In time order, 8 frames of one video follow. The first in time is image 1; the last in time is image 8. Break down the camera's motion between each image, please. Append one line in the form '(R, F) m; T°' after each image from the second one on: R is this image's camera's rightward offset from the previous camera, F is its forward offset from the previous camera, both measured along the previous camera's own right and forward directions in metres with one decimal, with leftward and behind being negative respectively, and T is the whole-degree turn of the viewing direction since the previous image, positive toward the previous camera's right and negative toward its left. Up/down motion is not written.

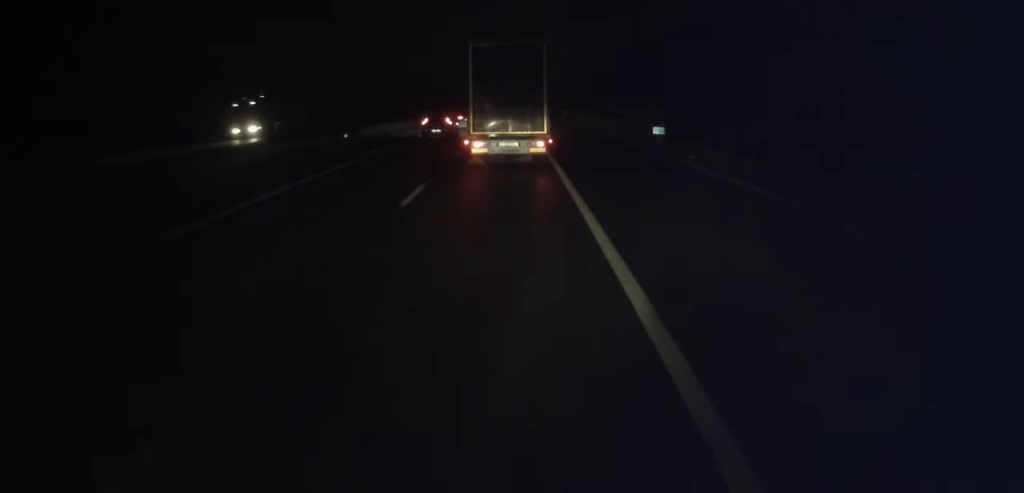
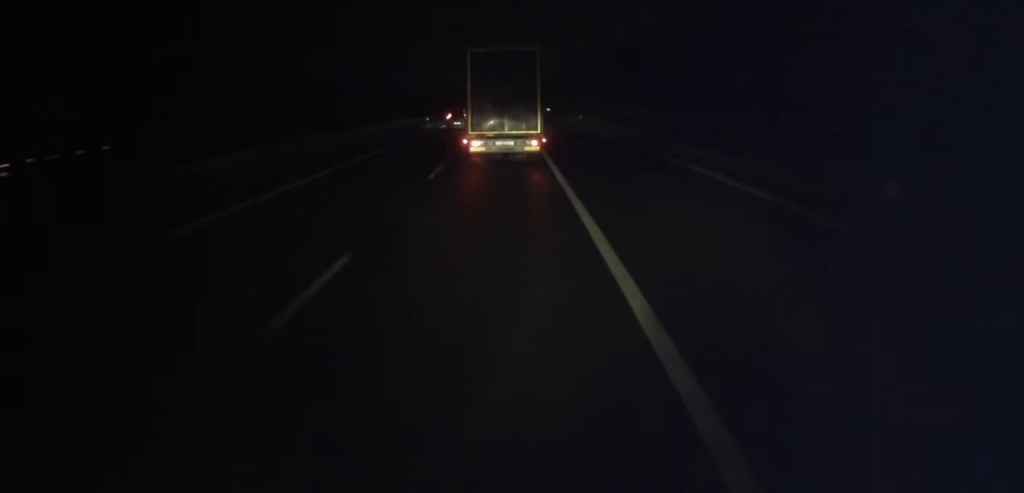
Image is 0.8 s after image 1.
(0.0, +19.3) m; 0°
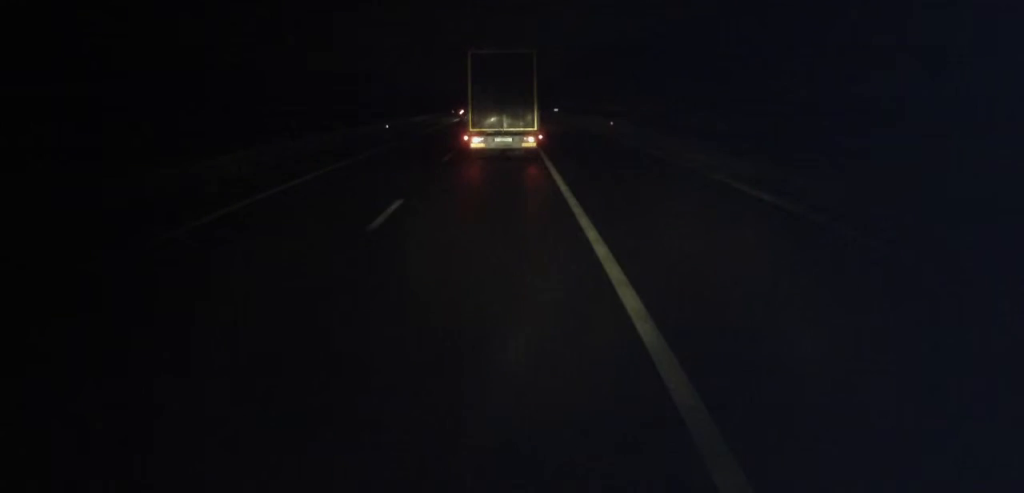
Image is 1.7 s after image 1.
(-0.2, +19.3) m; 0°
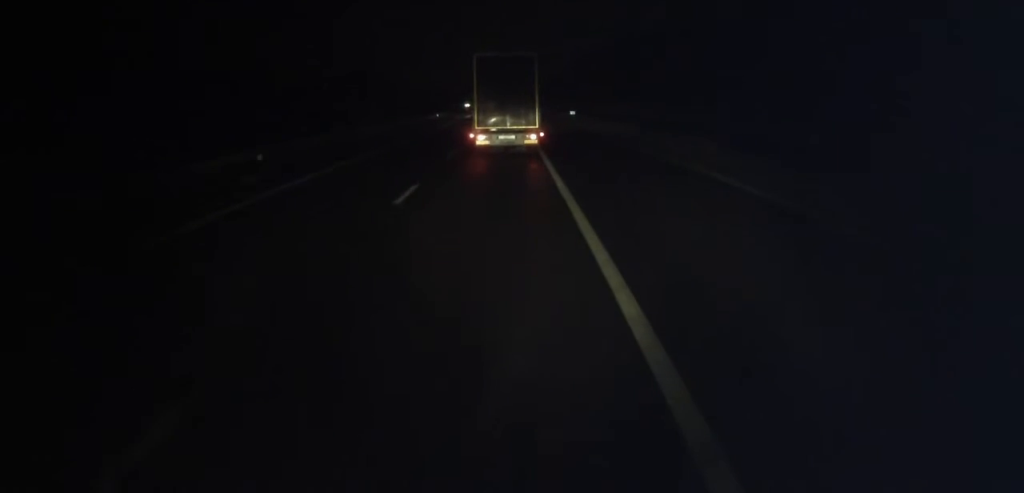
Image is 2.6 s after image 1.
(+0.1, +21.6) m; 0°
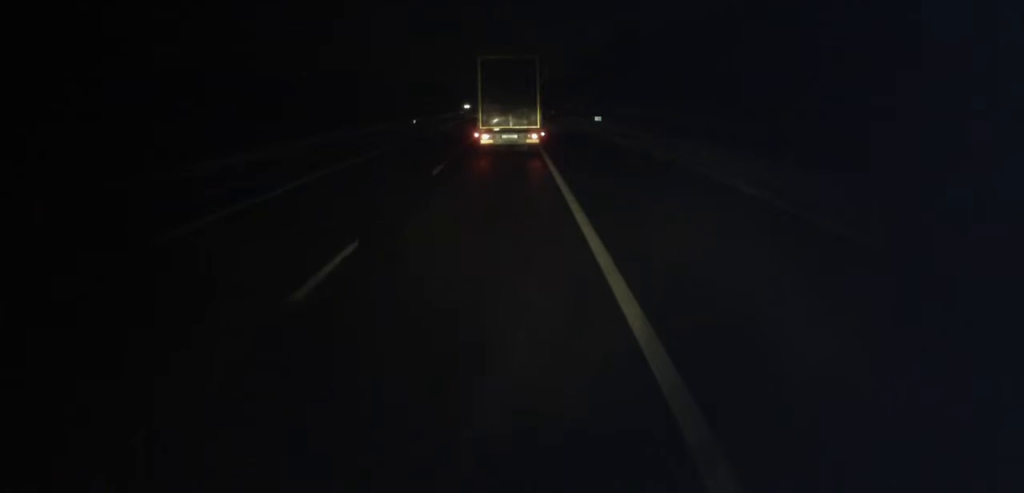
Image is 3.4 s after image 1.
(-0.1, +18.5) m; 0°
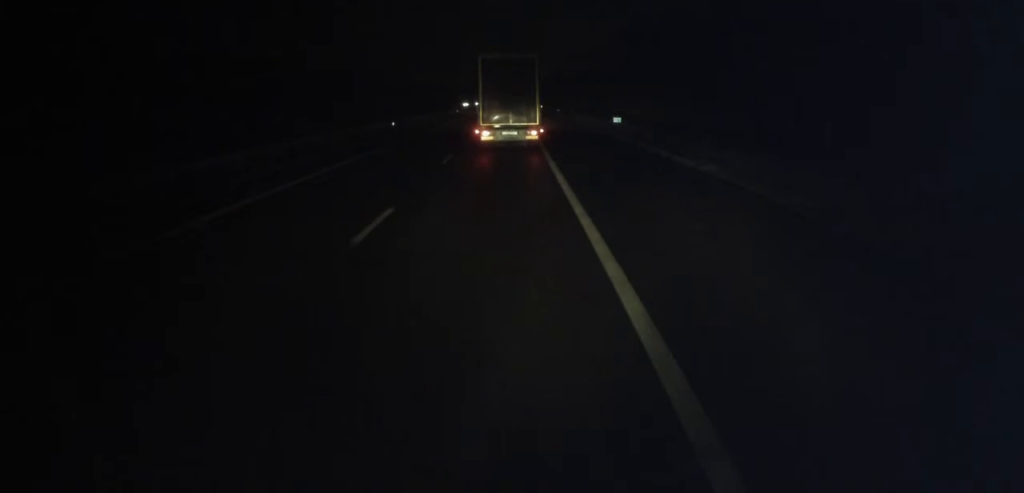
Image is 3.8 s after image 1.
(0.0, +9.2) m; 0°
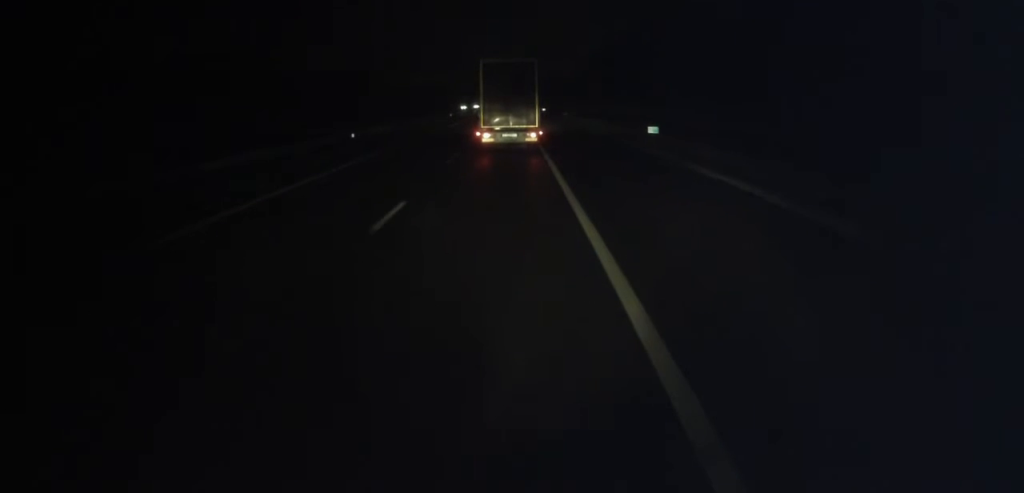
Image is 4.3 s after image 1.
(0.0, +10.8) m; 0°
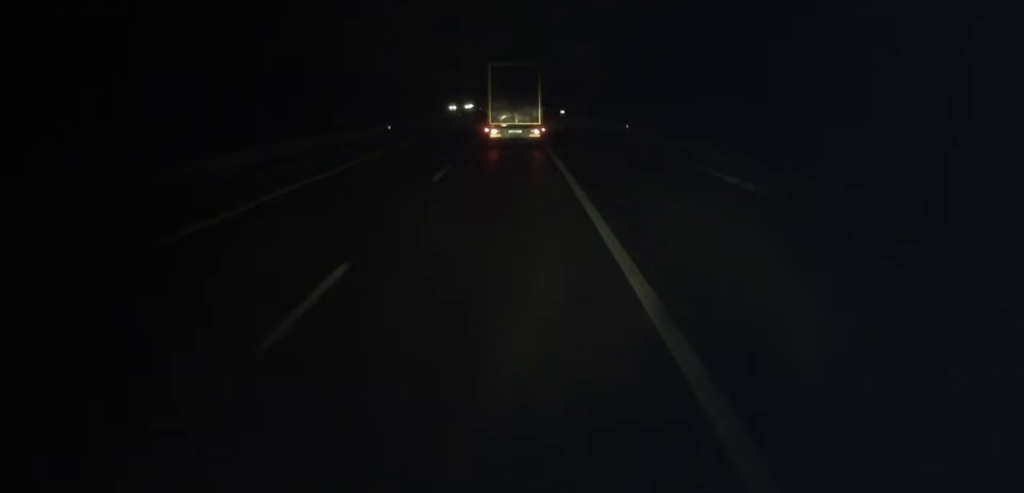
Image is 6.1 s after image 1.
(+0.2, +41.6) m; -1°
